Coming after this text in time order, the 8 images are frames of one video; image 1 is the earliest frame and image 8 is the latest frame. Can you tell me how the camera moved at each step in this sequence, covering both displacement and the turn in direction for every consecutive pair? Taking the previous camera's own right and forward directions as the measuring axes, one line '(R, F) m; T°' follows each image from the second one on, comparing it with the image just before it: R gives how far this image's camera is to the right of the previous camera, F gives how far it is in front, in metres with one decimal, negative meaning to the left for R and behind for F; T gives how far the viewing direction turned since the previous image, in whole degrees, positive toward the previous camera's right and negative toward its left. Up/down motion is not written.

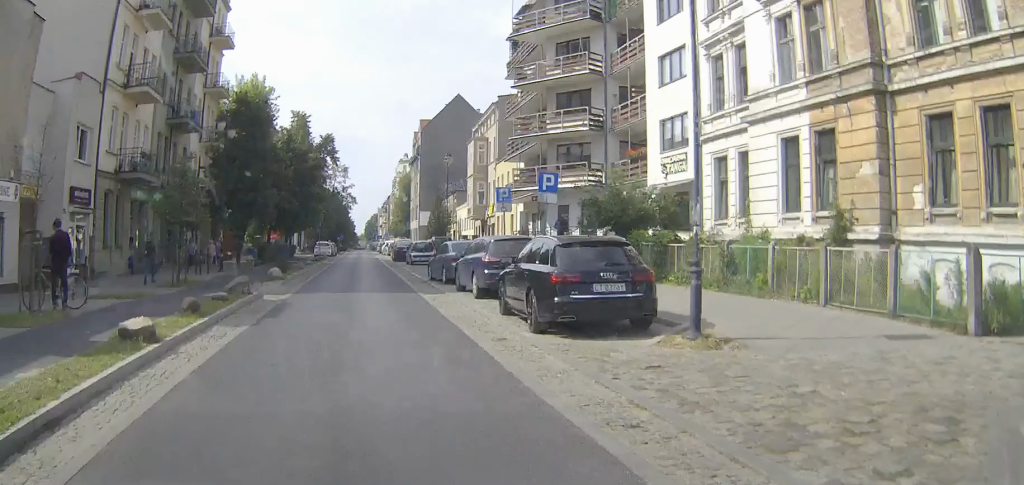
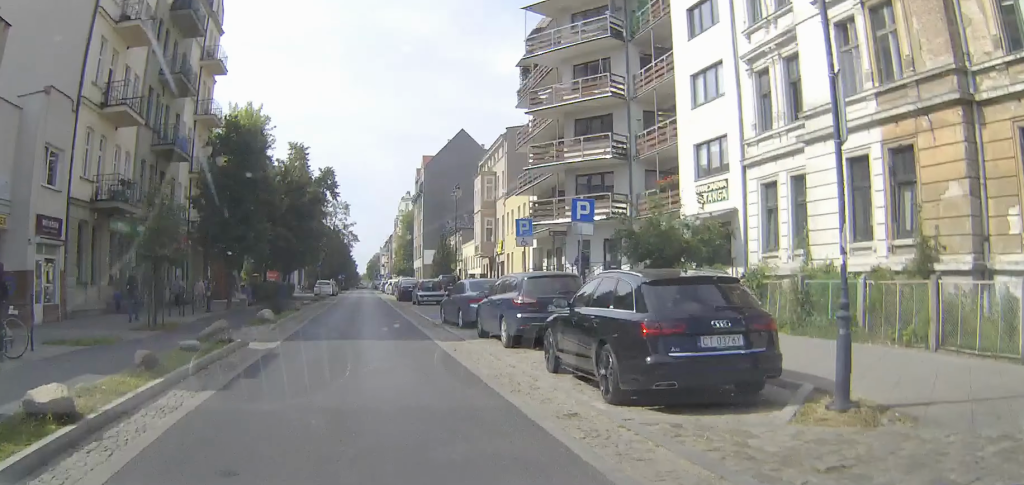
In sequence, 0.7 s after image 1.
(0.0, +3.4) m; 0°
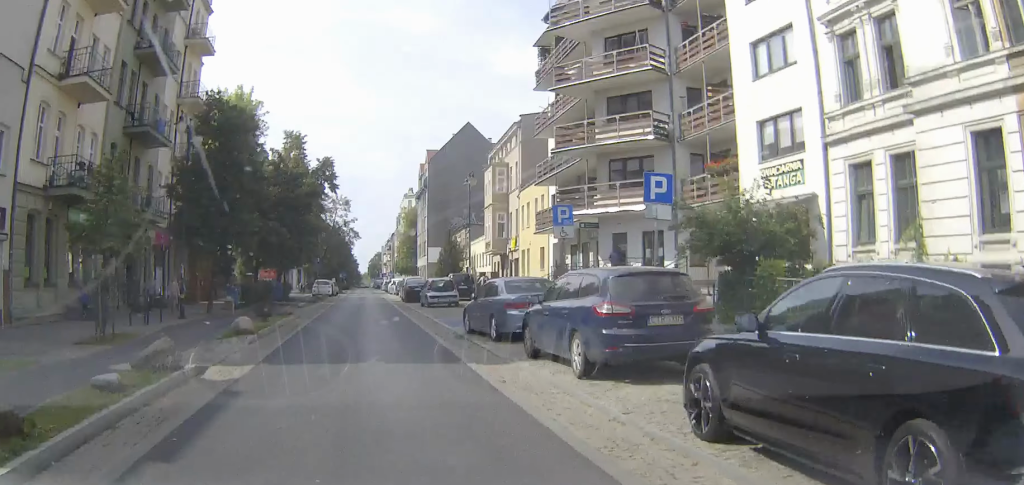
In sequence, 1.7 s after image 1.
(0.0, +4.8) m; -1°
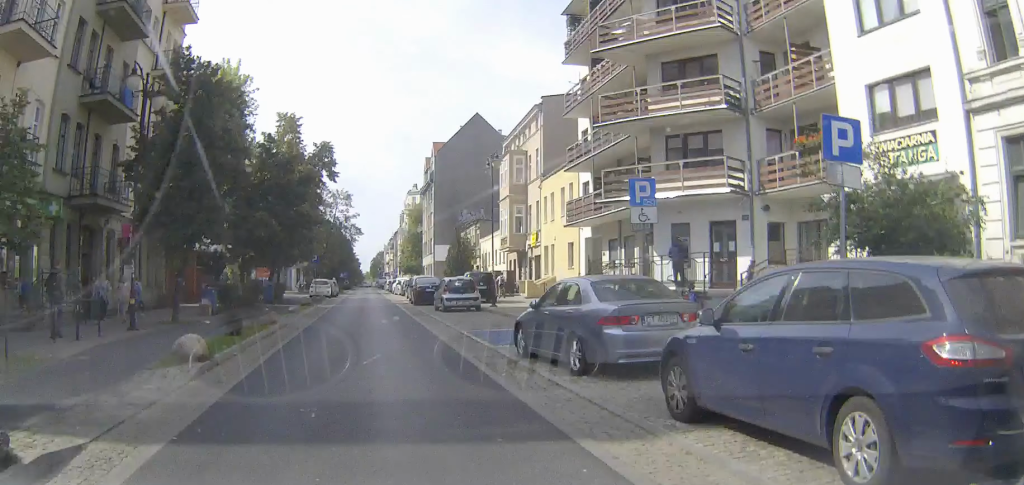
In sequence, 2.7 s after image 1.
(-0.1, +5.8) m; -2°
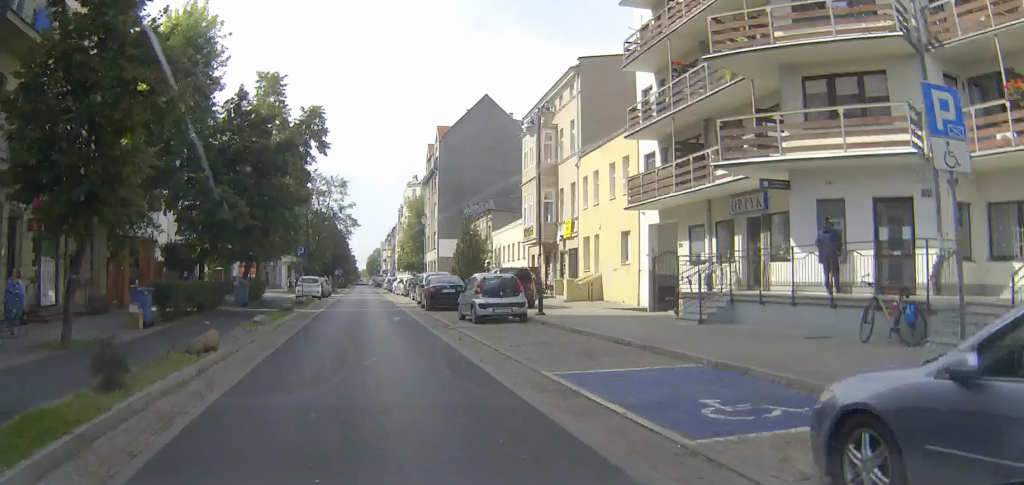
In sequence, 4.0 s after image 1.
(-0.1, +9.1) m; -1°
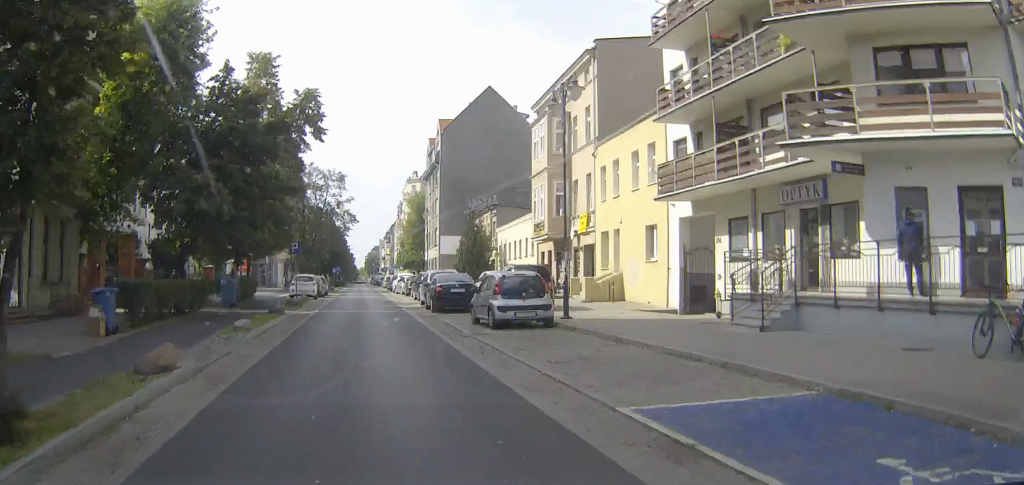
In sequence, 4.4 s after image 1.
(0.0, +3.1) m; 0°
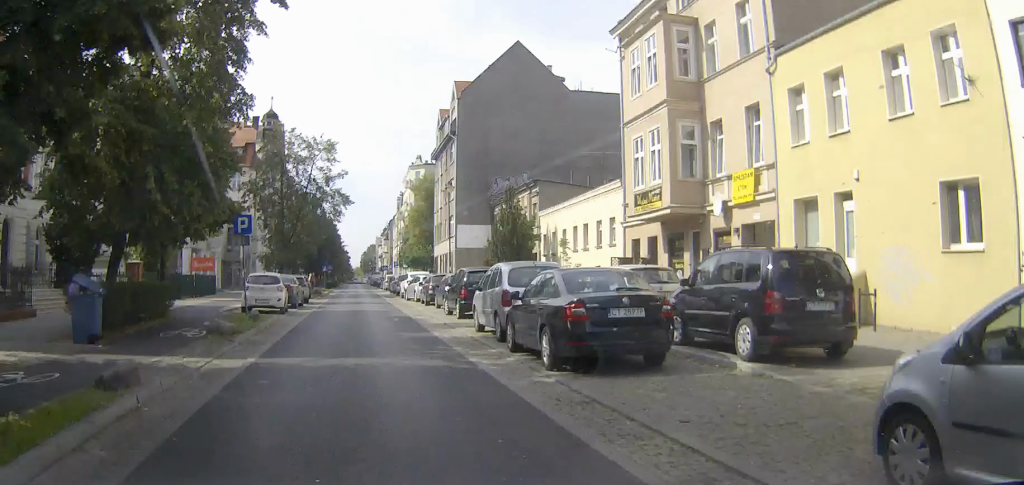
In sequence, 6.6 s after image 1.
(0.0, +18.2) m; -2°
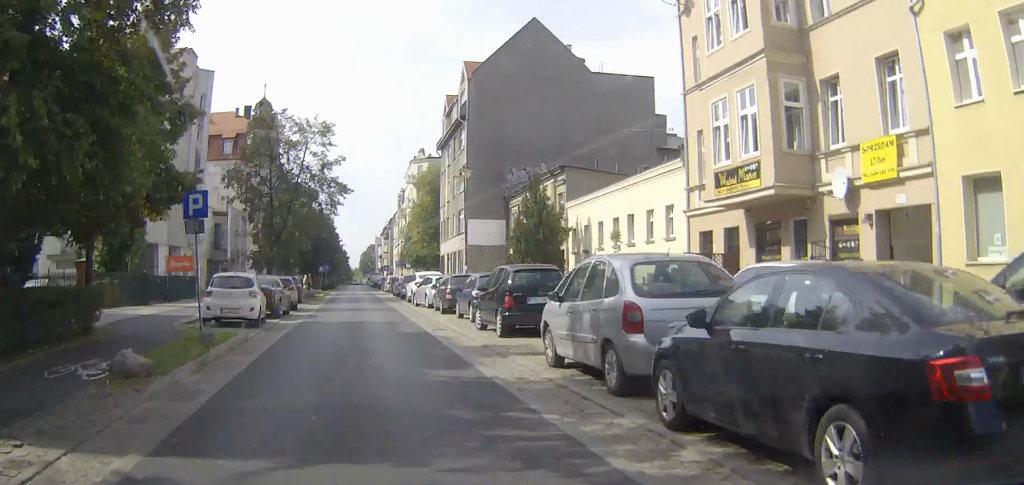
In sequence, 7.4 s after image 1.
(-0.2, +7.2) m; -1°
